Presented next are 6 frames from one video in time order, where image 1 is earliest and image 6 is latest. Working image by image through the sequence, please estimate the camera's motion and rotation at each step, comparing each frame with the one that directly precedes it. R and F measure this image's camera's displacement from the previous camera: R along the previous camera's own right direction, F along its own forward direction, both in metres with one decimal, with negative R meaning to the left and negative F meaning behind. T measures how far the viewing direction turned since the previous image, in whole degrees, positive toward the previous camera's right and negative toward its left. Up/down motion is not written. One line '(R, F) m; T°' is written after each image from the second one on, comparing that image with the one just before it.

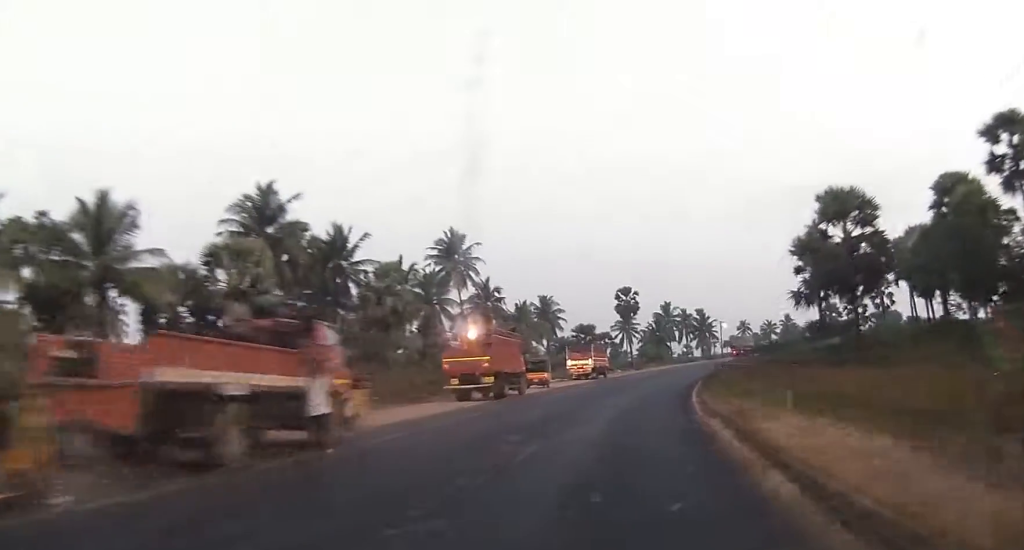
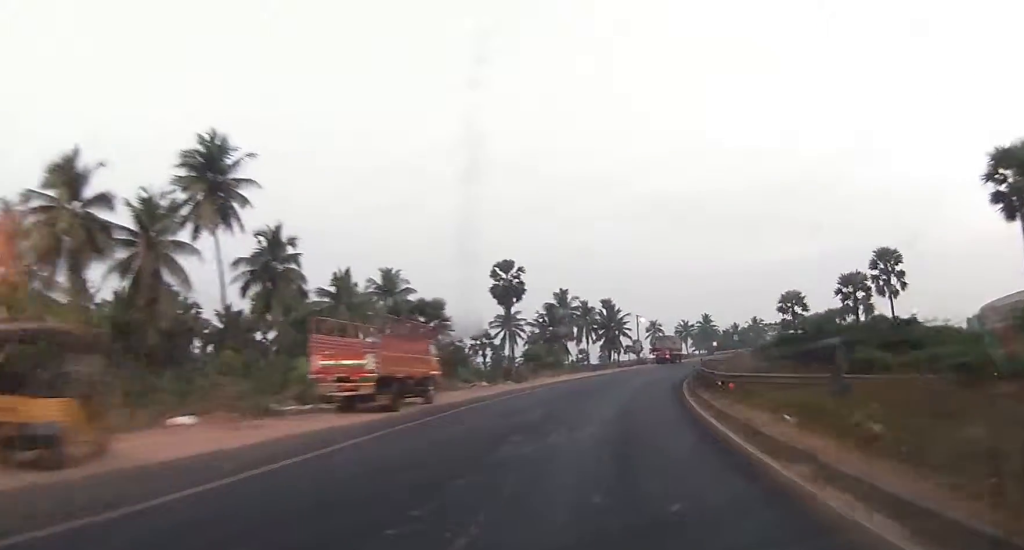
(+1.6, +35.6) m; +7°
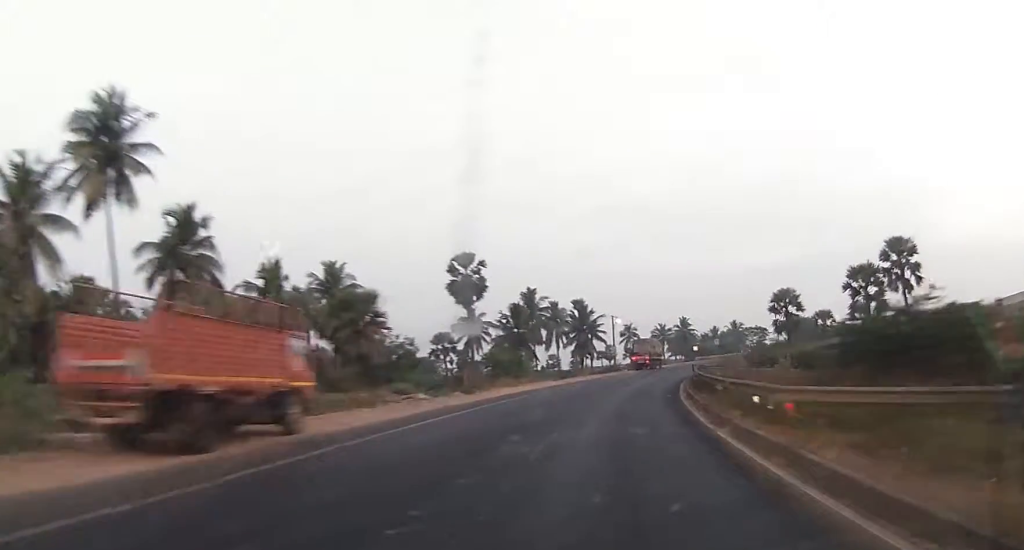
(+0.2, +9.8) m; +2°
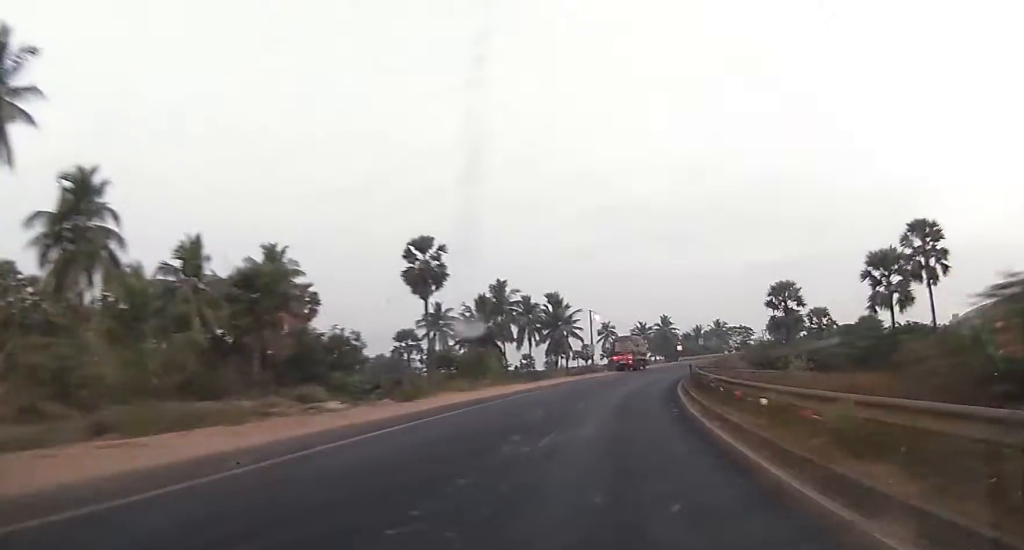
(0.0, +9.3) m; +2°
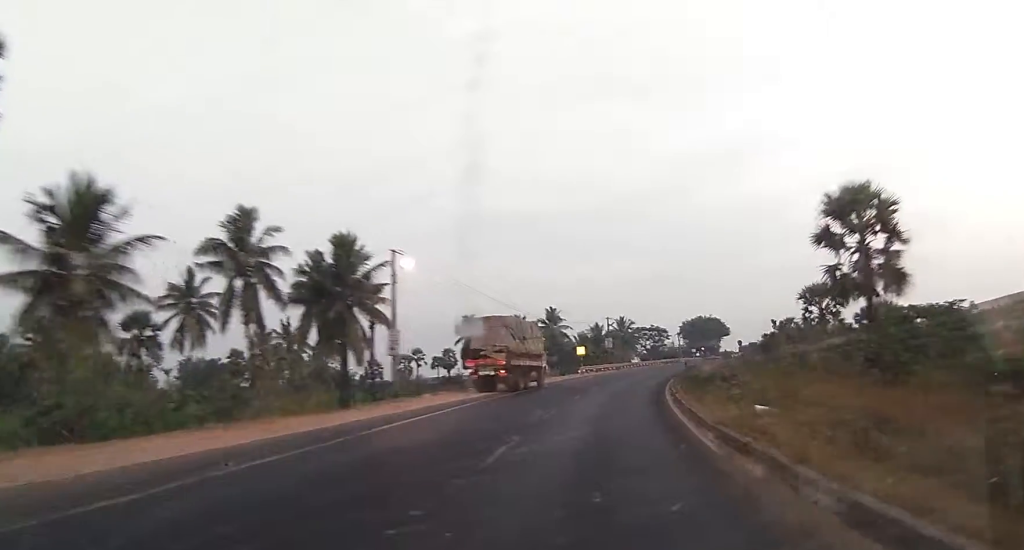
(+2.8, +45.9) m; +8°
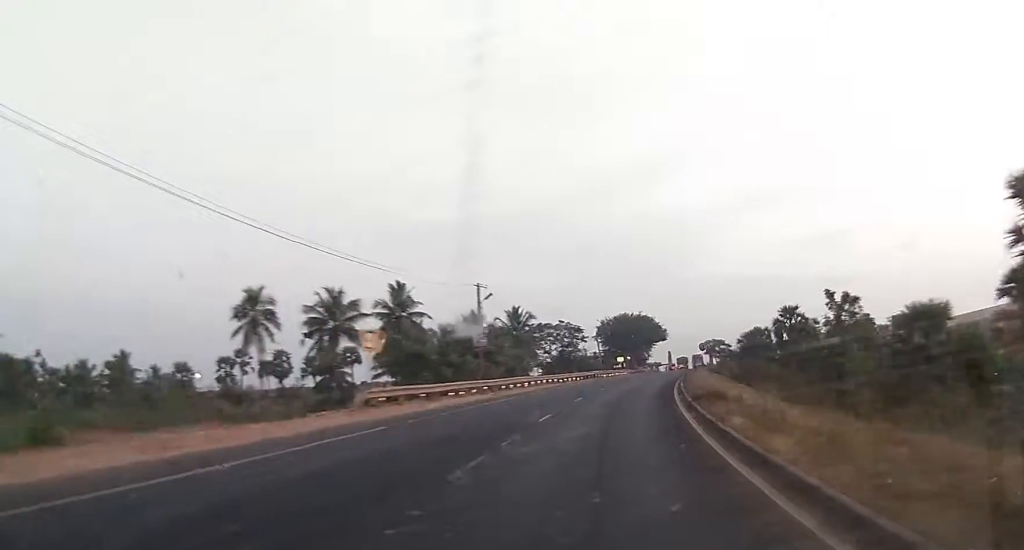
(+4.3, +46.1) m; +9°
